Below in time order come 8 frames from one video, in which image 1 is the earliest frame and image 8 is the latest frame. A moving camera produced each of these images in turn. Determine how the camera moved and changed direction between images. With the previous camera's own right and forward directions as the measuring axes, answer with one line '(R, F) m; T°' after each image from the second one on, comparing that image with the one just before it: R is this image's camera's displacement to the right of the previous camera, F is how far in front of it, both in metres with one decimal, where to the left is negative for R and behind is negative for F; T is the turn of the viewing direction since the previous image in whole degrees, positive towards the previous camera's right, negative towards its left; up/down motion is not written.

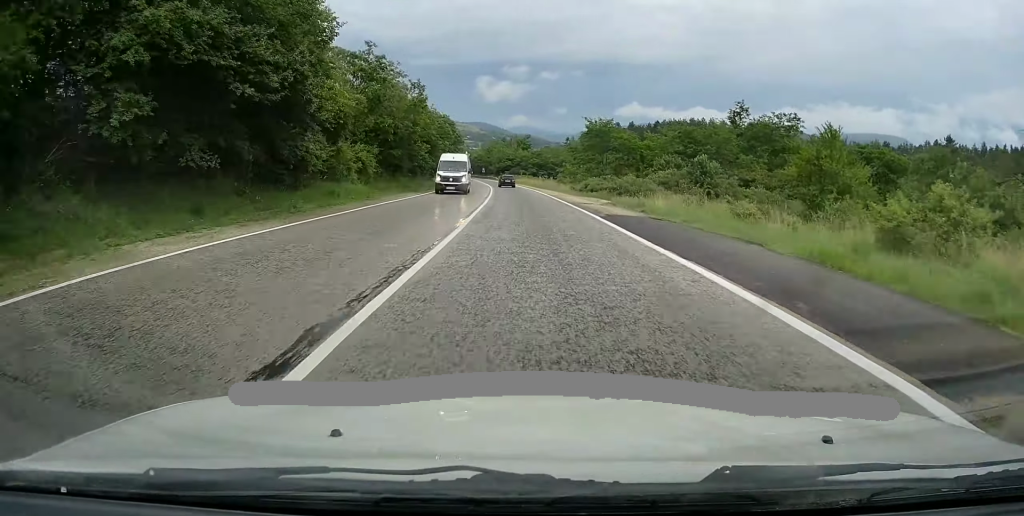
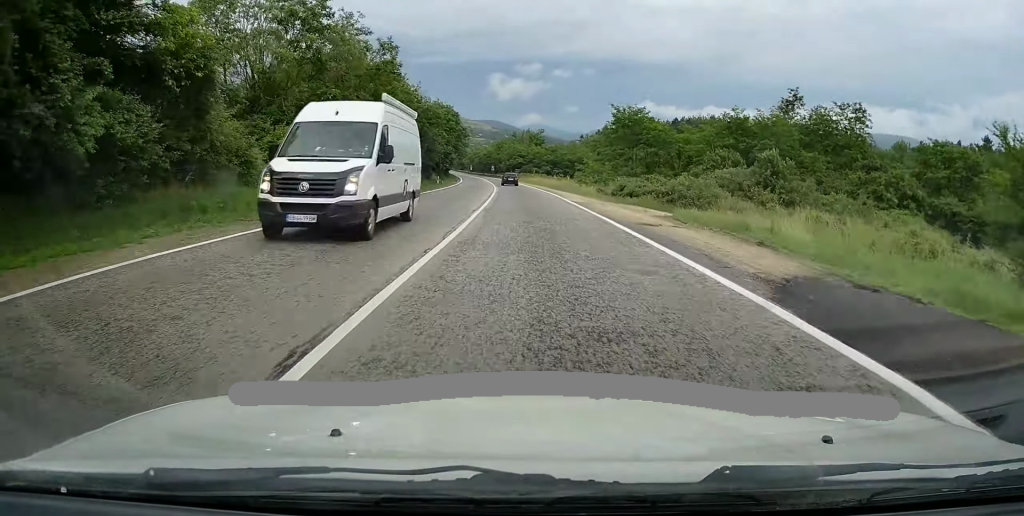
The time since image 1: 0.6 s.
(-0.2, +14.4) m; -2°
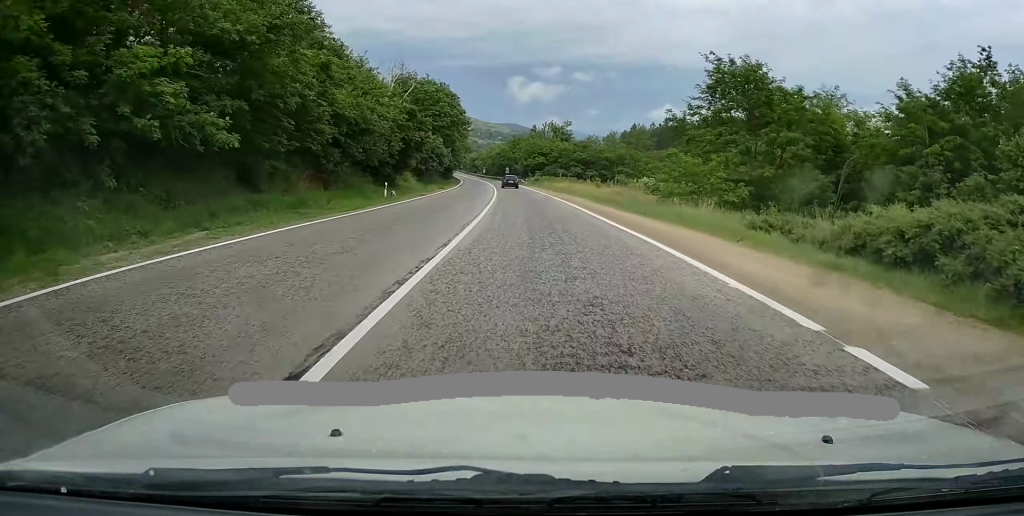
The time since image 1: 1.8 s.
(-1.1, +32.1) m; -2°
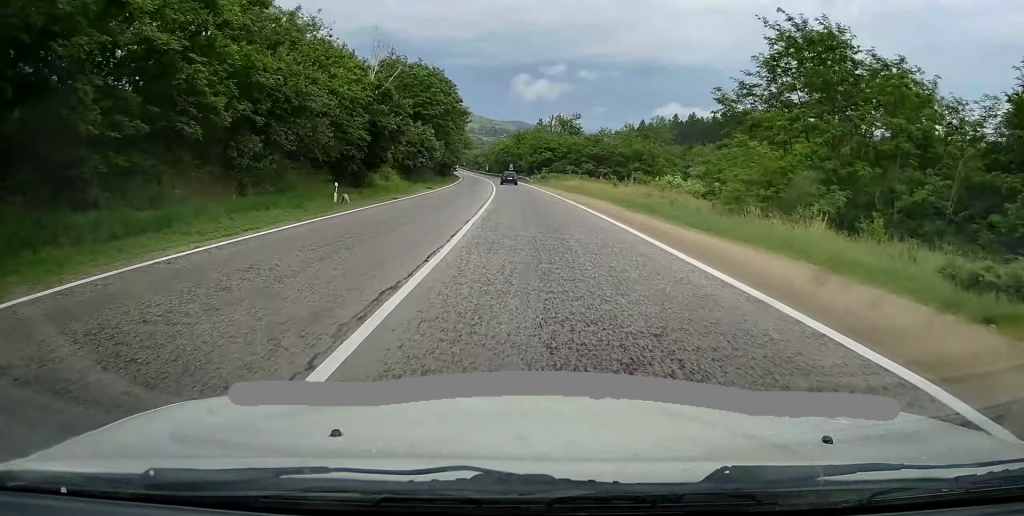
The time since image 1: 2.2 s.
(0.0, +10.1) m; 0°
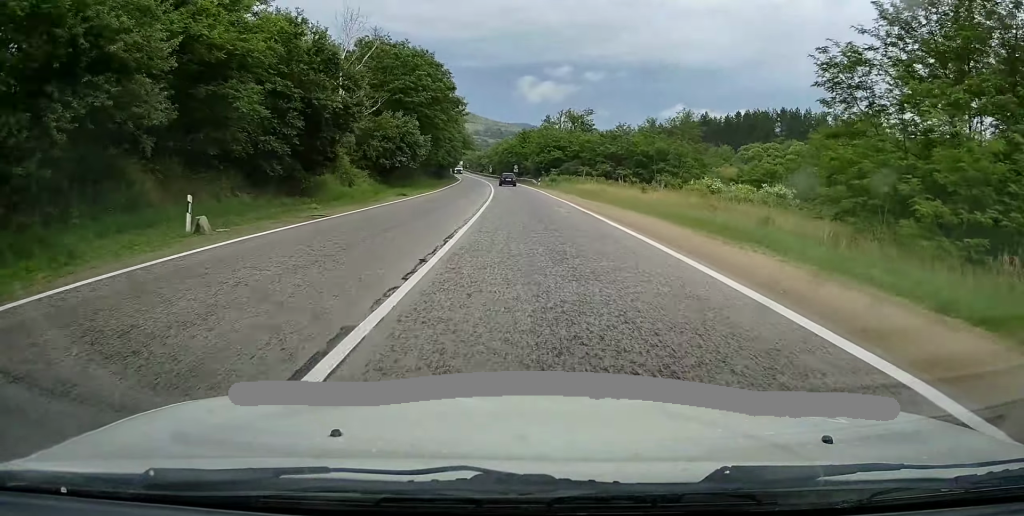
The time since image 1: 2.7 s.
(+0.2, +11.8) m; 0°
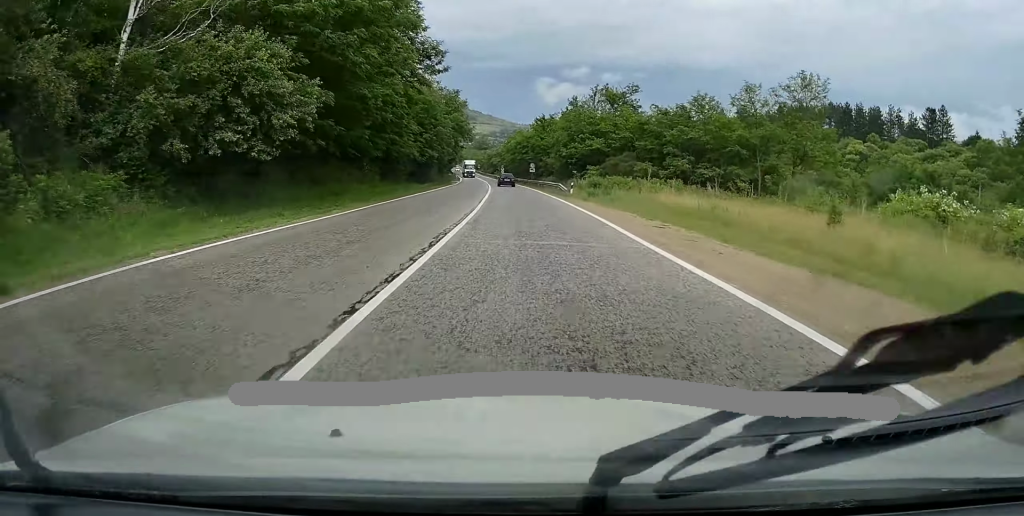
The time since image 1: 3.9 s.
(-0.7, +29.2) m; -3°
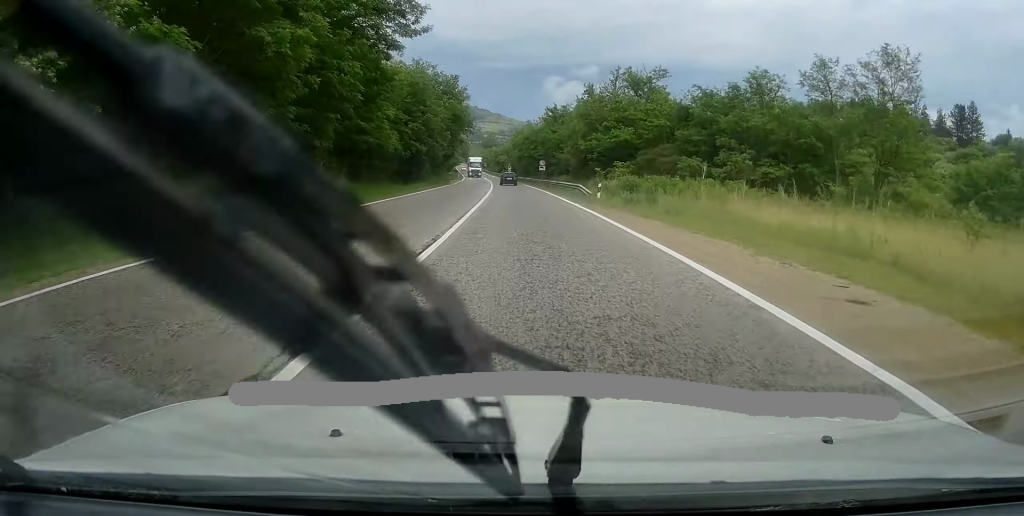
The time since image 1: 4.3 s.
(-0.1, +10.8) m; -1°
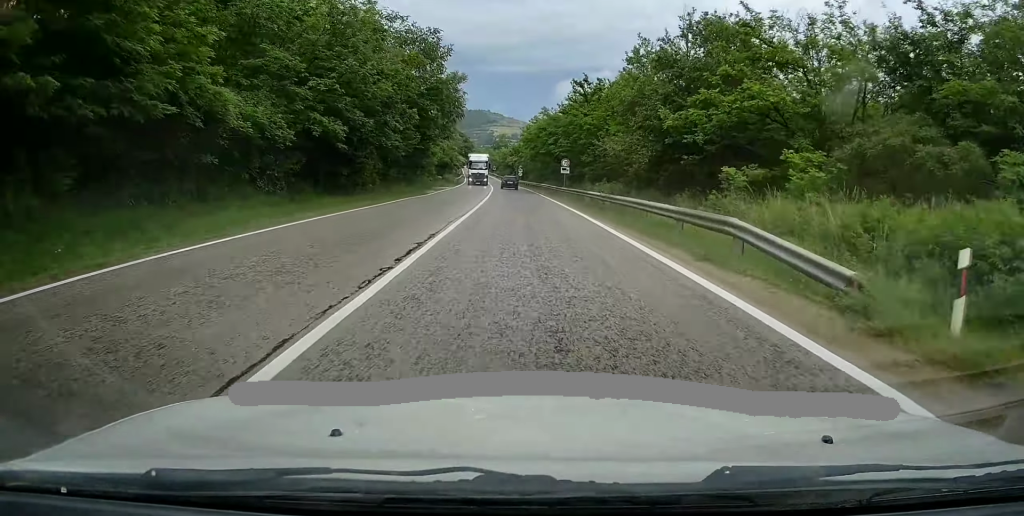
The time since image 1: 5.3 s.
(-0.3, +23.9) m; -1°
